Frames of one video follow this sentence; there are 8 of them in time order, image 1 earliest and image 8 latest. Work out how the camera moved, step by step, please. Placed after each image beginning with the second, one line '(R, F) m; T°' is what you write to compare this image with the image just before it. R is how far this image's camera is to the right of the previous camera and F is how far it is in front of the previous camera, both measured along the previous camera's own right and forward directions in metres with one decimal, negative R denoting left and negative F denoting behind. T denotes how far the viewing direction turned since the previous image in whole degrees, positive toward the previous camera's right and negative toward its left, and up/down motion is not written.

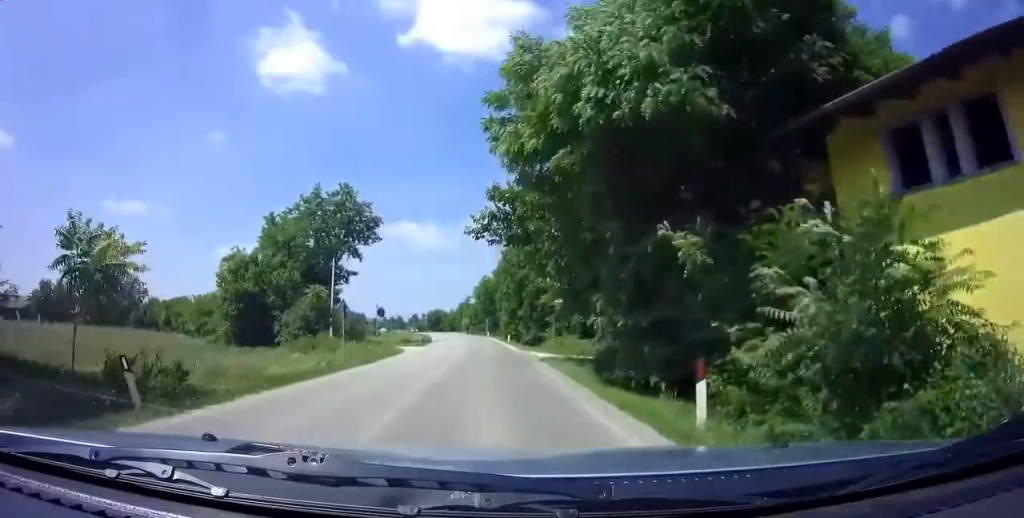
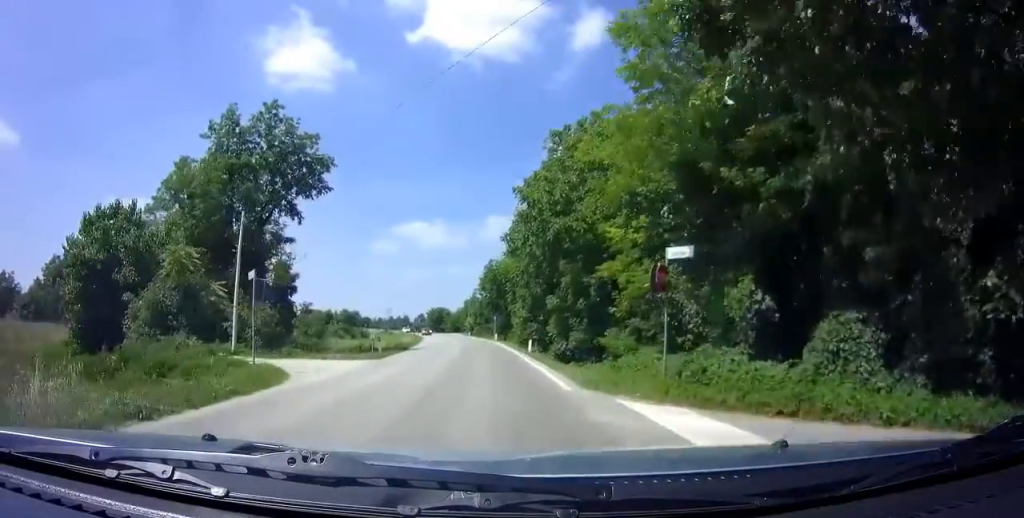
(0.0, +19.5) m; -1°
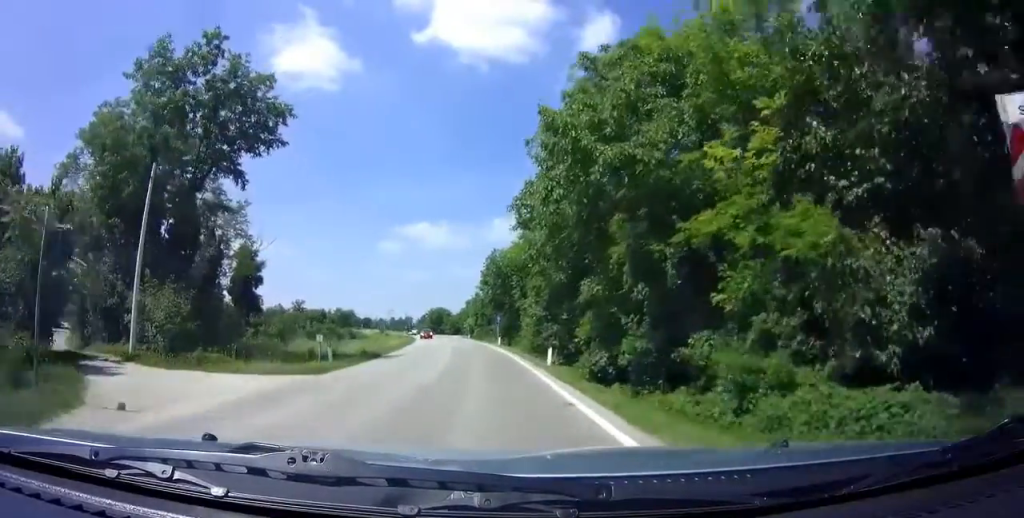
(-0.2, +9.5) m; -1°
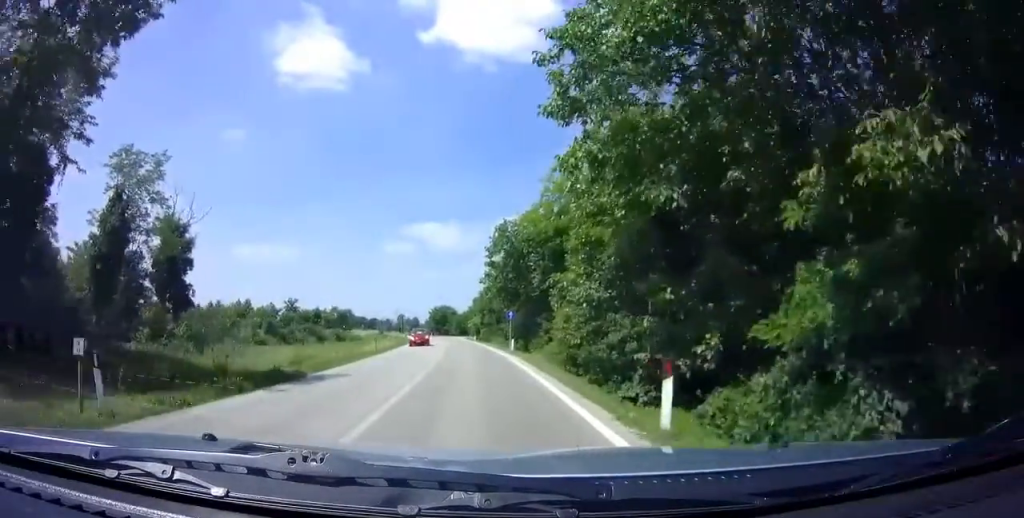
(-0.1, +12.3) m; -2°
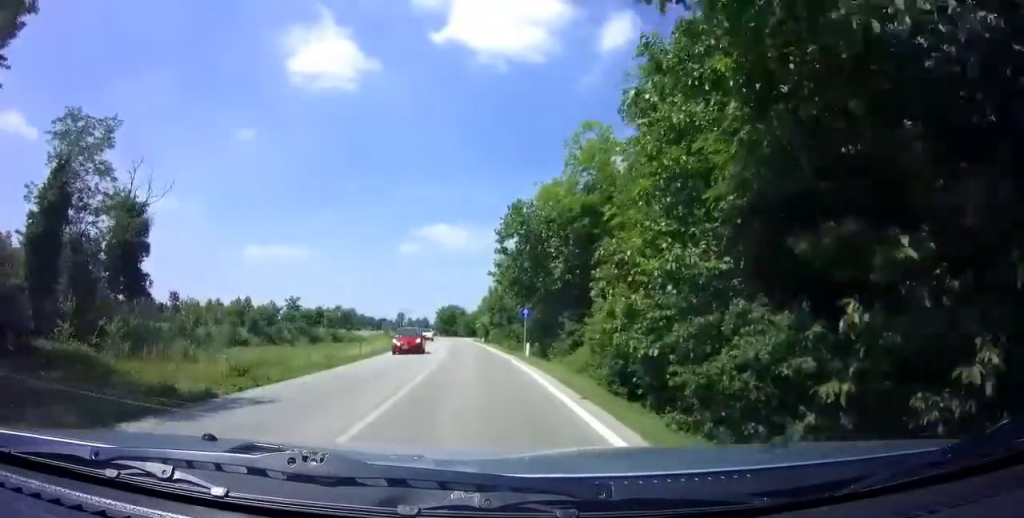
(-0.1, +5.8) m; -1°
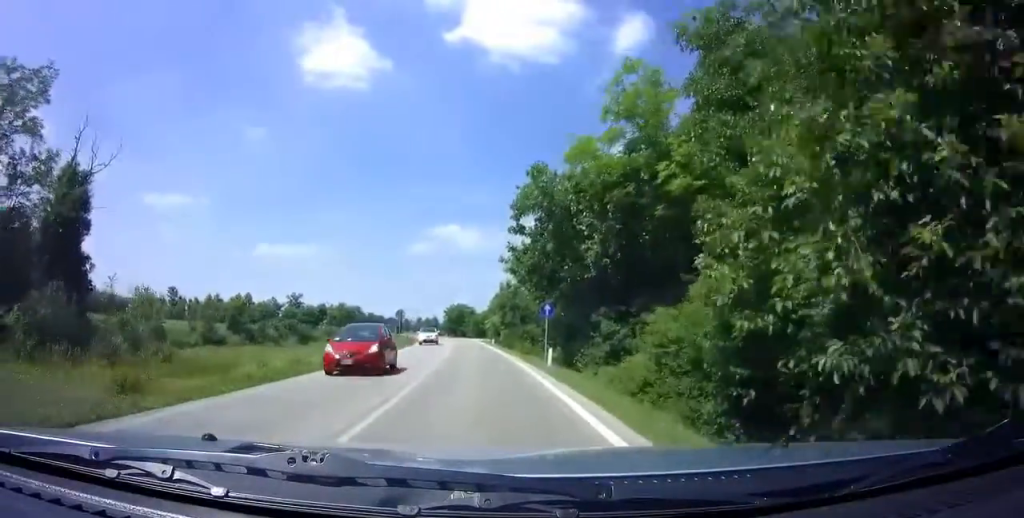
(-0.1, +5.8) m; -1°
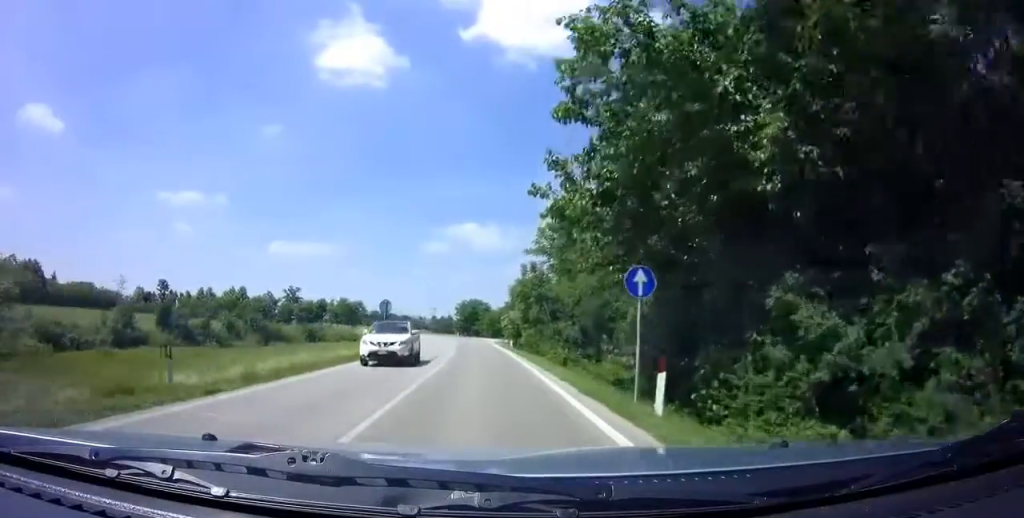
(-0.1, +12.1) m; -1°
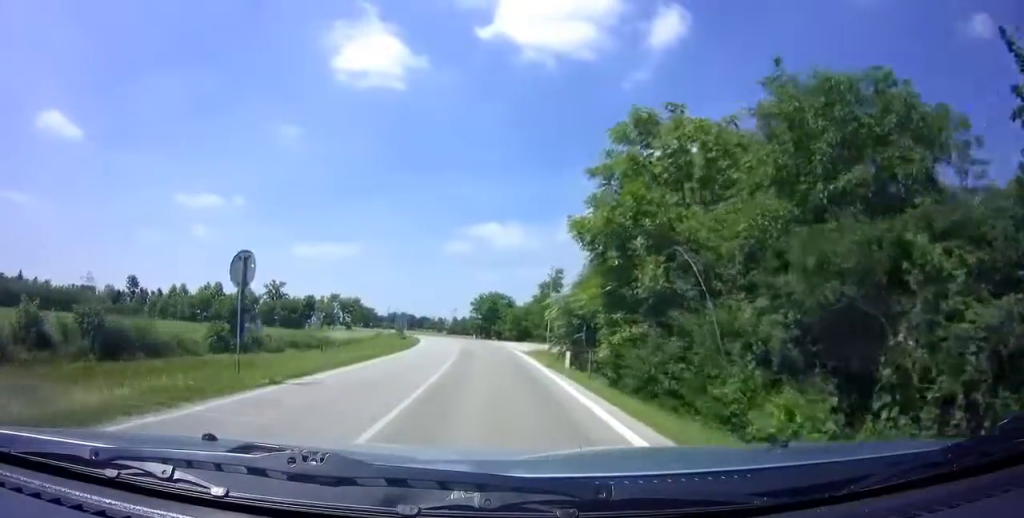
(-0.2, +20.9) m; -1°
